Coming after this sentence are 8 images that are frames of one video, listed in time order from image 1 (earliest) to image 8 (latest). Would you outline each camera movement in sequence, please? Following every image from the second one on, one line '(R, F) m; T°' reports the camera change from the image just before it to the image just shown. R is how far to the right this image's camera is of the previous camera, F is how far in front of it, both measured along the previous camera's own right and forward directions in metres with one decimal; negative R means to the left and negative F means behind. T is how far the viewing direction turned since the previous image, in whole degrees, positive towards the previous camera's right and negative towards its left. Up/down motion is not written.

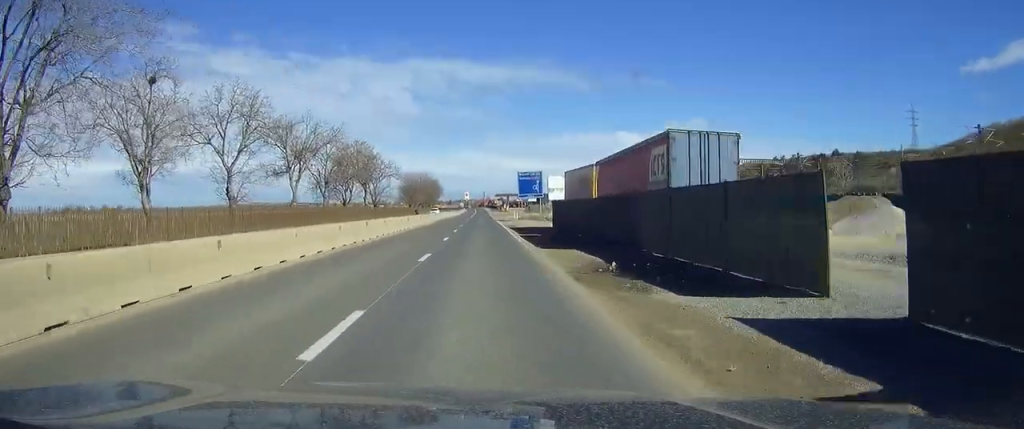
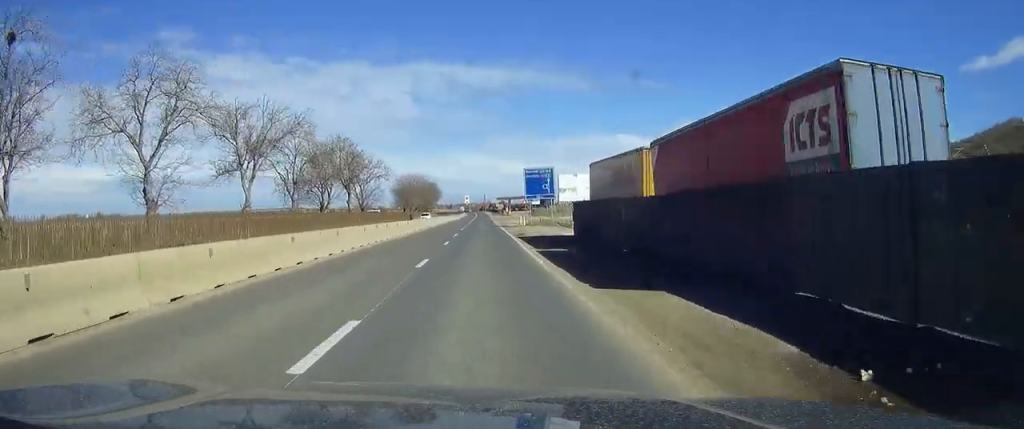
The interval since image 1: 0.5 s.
(0.0, +12.4) m; 0°
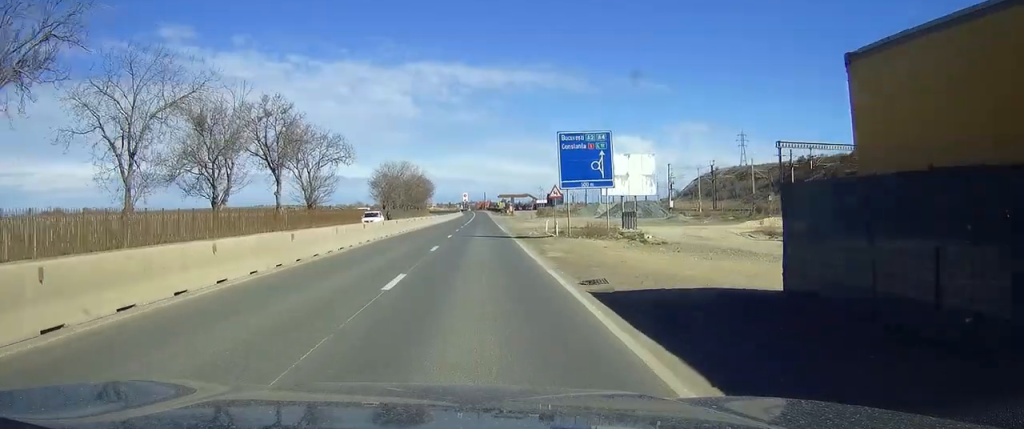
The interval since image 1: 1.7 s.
(0.0, +29.7) m; 0°
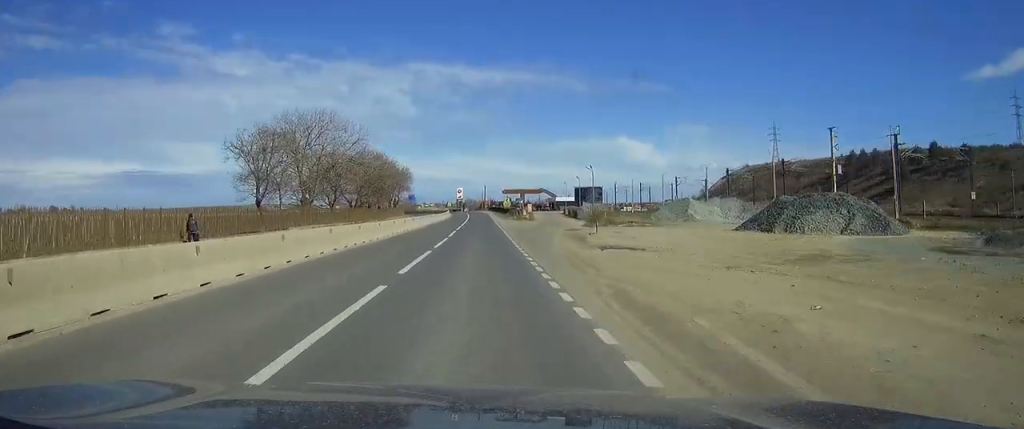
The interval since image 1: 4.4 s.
(+0.3, +66.9) m; 0°
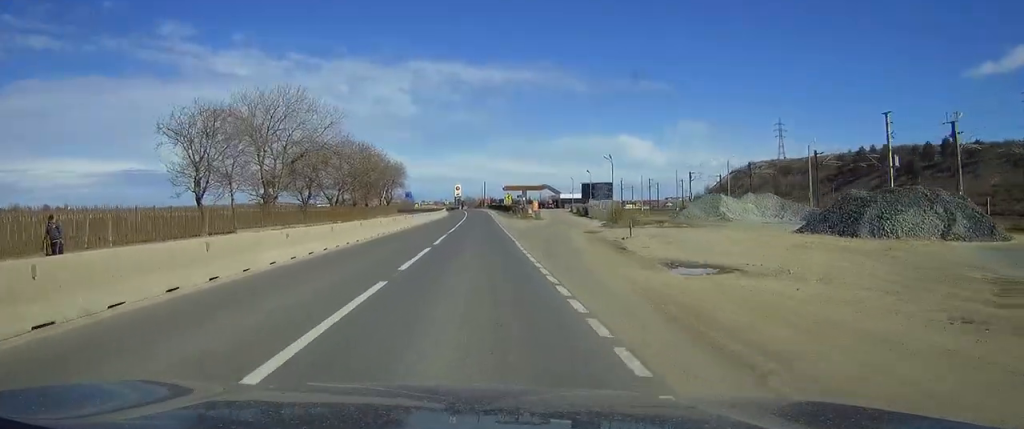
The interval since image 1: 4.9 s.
(-0.1, +11.5) m; 0°
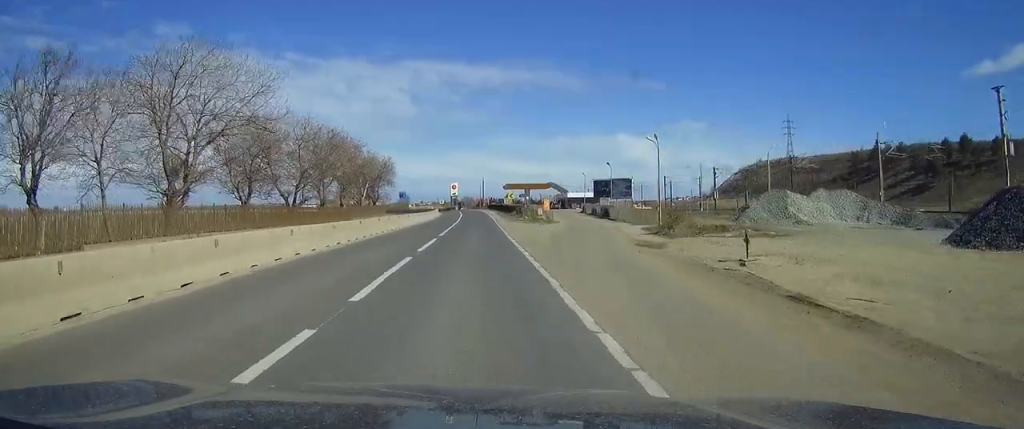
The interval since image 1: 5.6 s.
(+0.1, +17.3) m; 0°
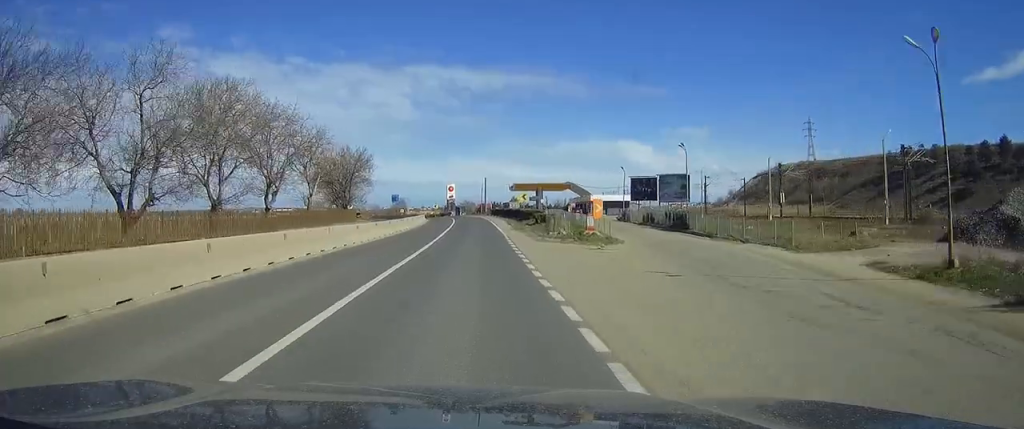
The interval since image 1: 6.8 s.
(0.0, +30.3) m; 0°
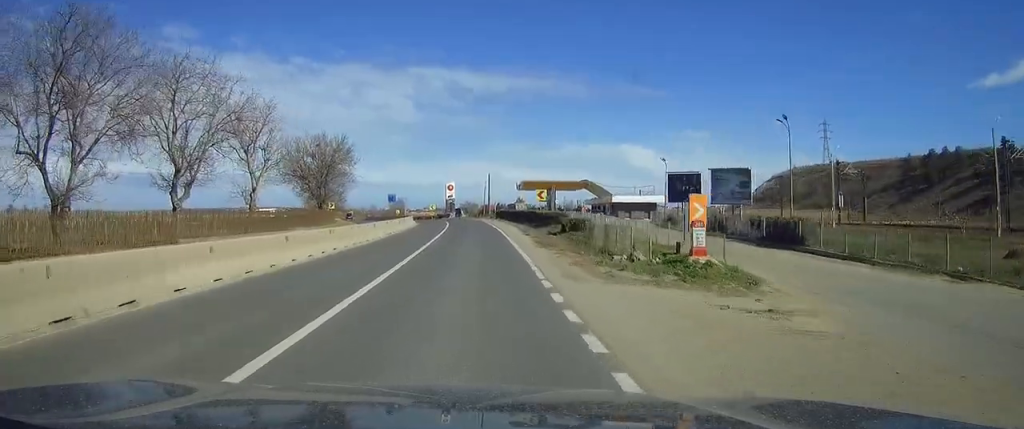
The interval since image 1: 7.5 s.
(0.0, +18.0) m; 0°
